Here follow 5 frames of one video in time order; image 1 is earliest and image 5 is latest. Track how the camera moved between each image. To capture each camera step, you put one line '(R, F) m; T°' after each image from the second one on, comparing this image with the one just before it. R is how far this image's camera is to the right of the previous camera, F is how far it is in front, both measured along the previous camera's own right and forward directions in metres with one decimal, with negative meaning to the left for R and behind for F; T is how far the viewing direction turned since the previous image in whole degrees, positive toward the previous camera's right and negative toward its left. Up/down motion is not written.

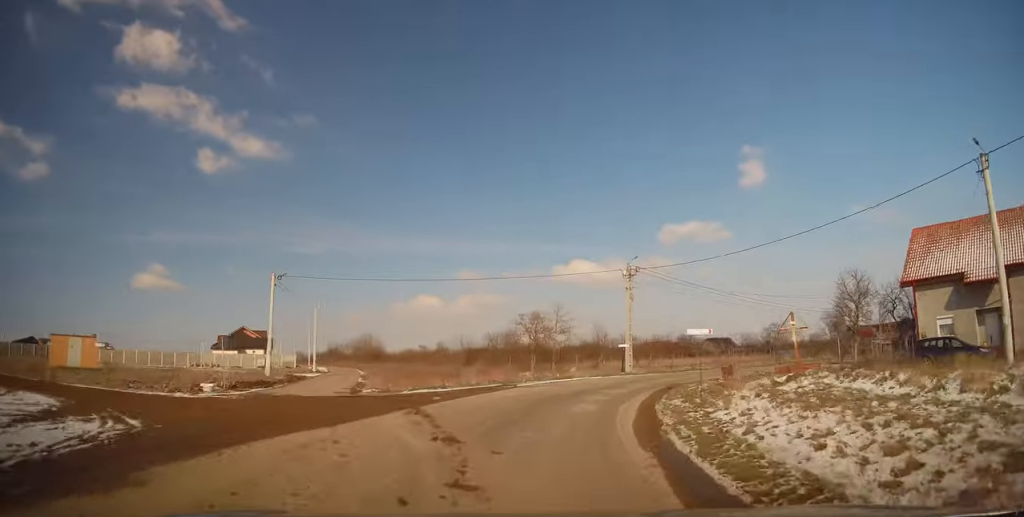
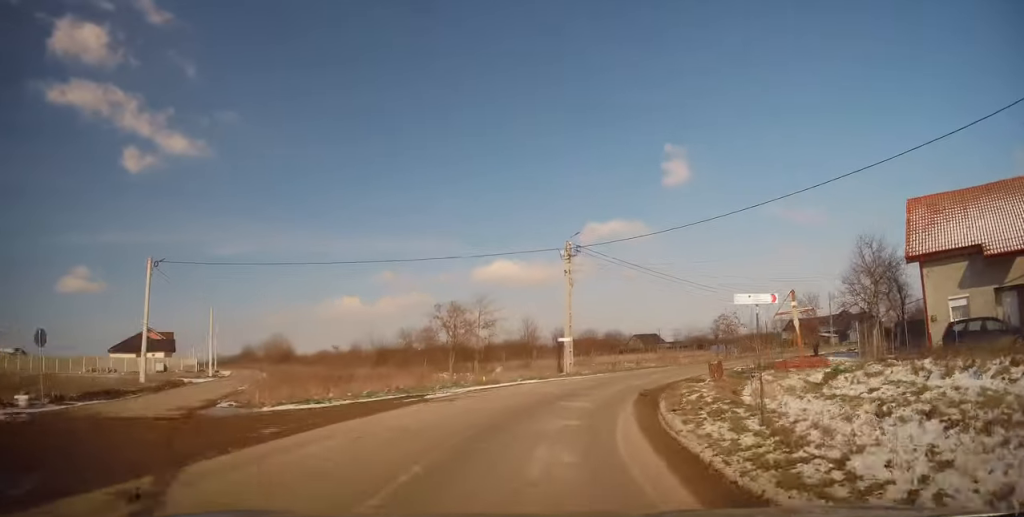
(+0.5, +7.2) m; +8°
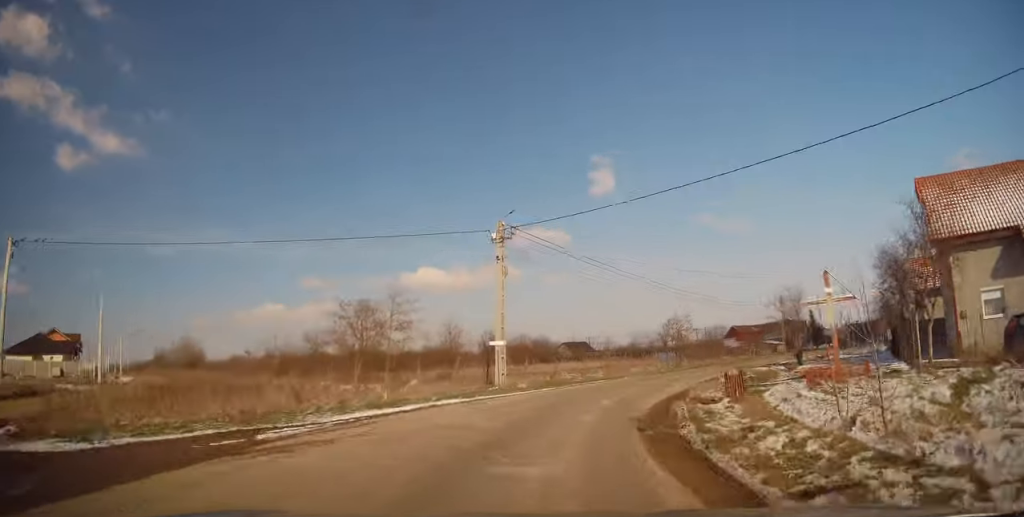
(0.0, +6.8) m; +9°
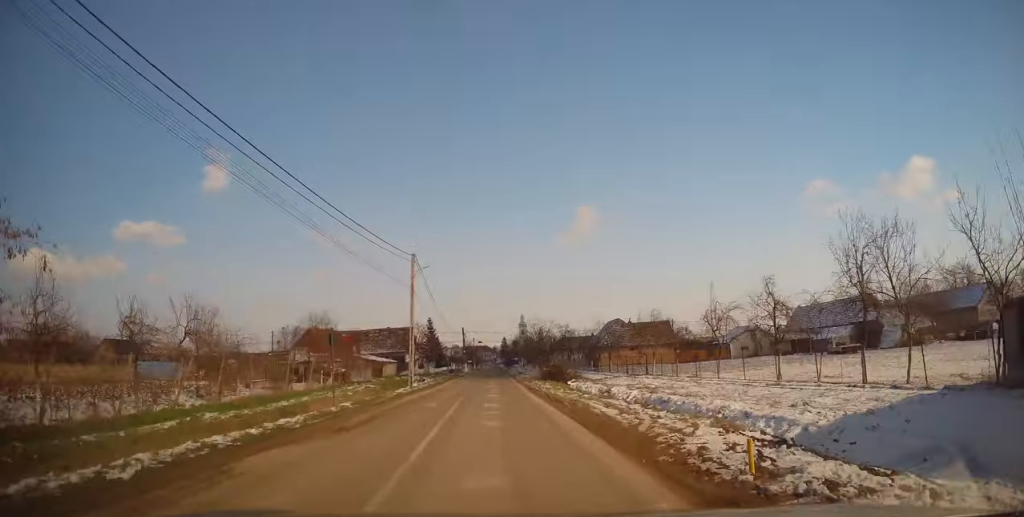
(+18.7, +39.0) m; +38°
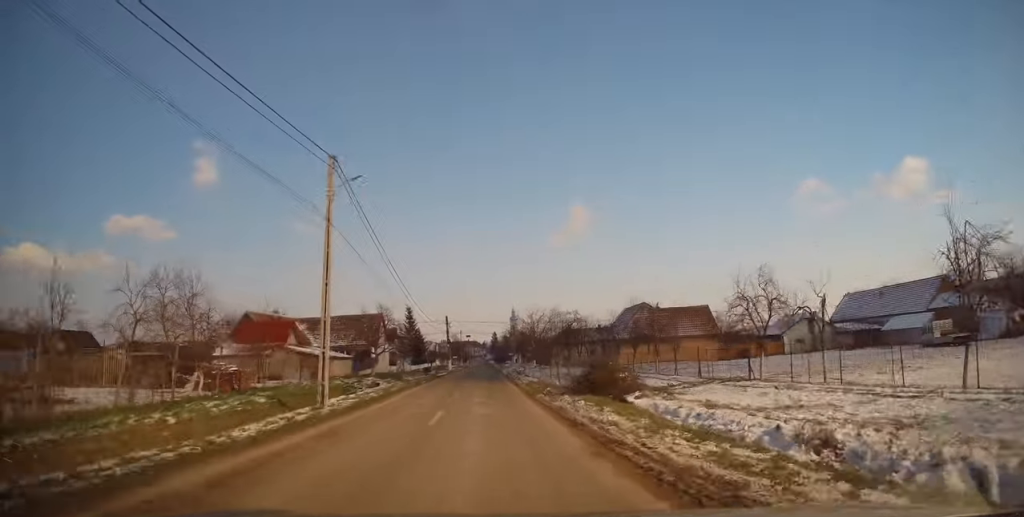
(+0.2, +15.8) m; +2°
